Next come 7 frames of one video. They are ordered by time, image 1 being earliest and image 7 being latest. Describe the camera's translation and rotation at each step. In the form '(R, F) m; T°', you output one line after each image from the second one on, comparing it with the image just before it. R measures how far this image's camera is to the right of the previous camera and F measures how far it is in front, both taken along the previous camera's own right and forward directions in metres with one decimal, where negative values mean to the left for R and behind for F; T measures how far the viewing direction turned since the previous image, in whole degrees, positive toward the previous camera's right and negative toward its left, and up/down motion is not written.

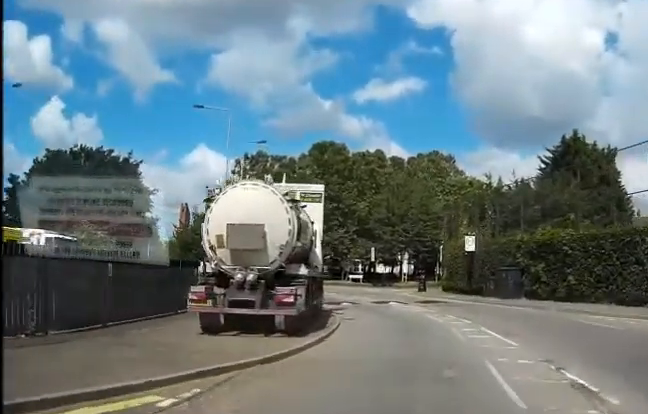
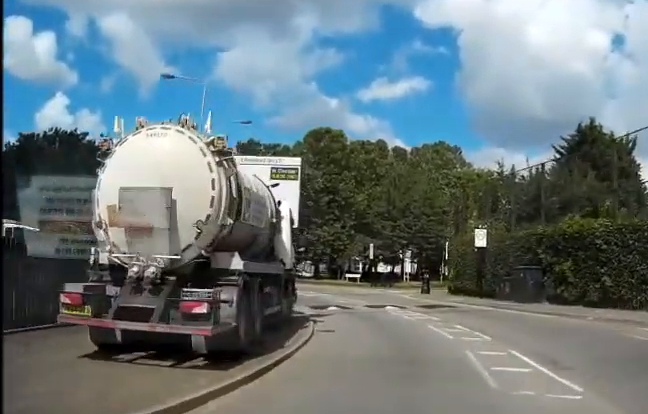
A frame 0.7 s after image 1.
(0.0, +4.8) m; 0°
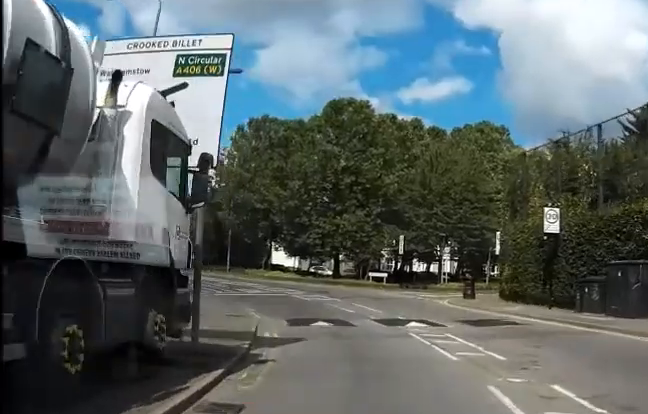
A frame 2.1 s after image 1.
(0.0, +9.7) m; 0°
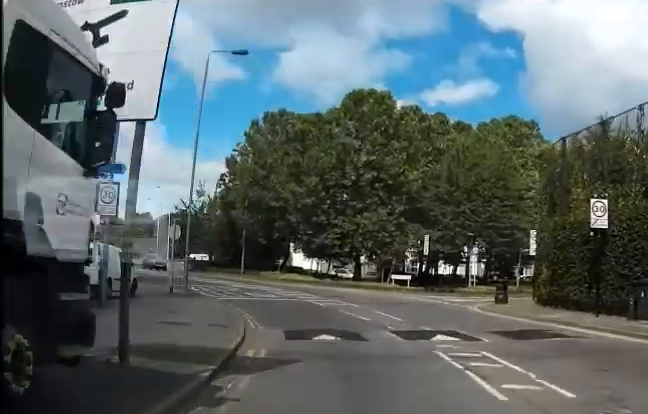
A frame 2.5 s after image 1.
(0.0, +3.0) m; -4°
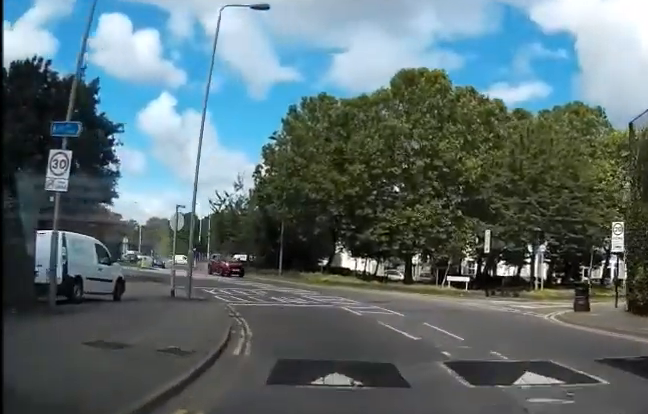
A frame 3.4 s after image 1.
(-0.2, +5.0) m; -7°
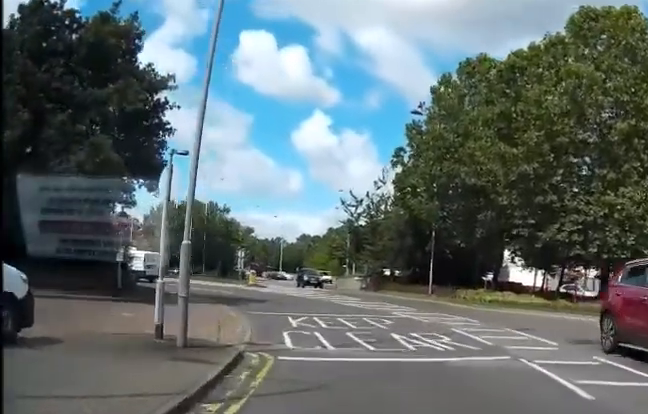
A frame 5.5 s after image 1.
(-1.4, +11.4) m; -8°
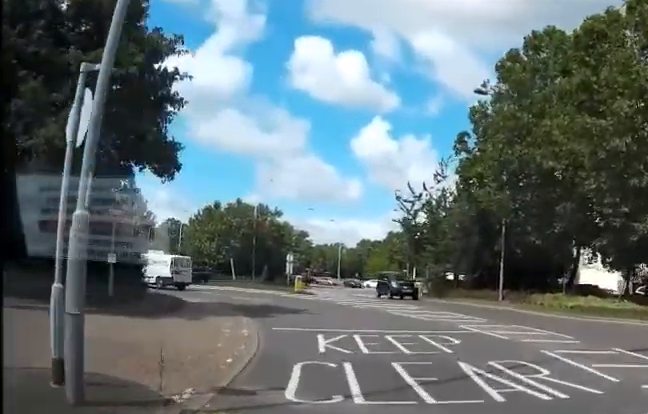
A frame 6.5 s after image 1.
(0.0, +5.0) m; -4°
